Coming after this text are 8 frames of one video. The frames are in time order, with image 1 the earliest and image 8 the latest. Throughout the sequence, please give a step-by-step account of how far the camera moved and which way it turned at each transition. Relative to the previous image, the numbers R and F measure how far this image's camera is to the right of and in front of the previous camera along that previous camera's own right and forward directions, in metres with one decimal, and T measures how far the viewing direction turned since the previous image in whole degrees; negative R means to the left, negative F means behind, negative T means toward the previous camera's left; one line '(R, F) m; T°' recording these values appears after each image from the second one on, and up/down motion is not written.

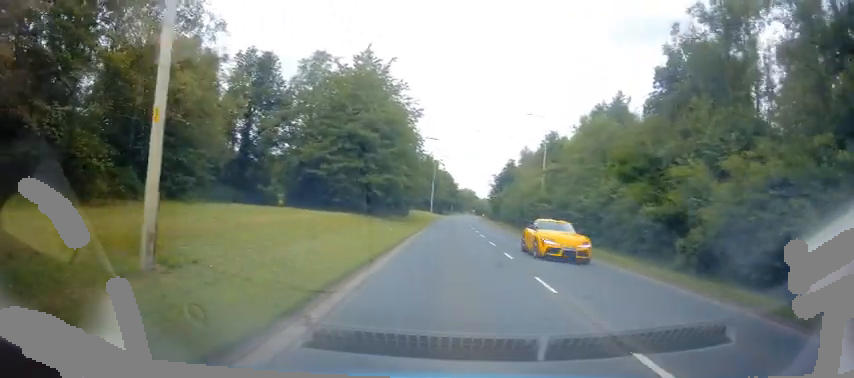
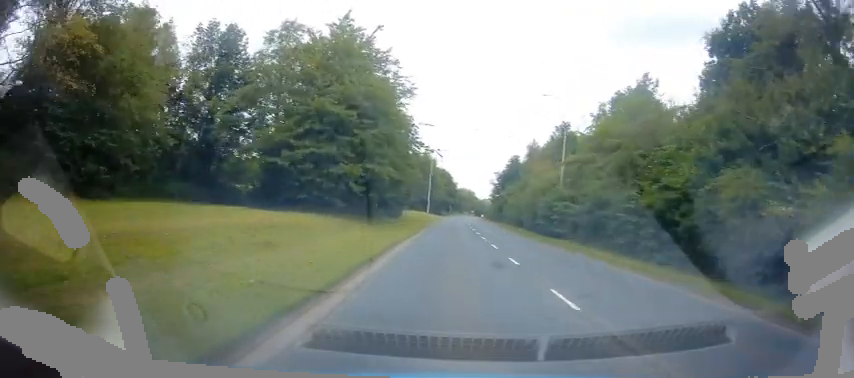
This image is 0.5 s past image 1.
(-0.1, +8.0) m; 0°
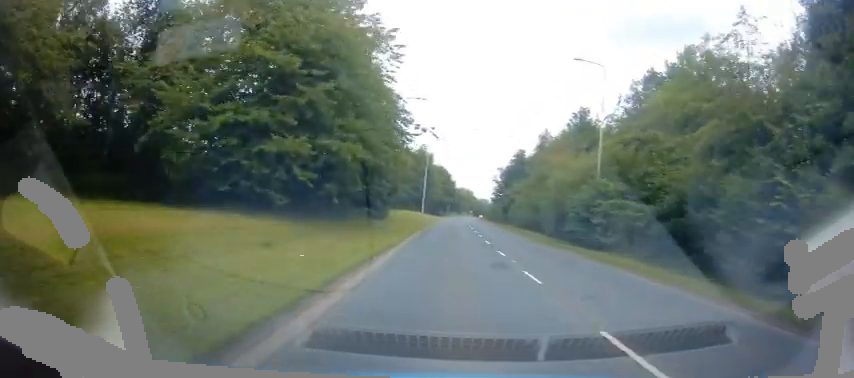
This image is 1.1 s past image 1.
(-0.1, +9.3) m; 0°
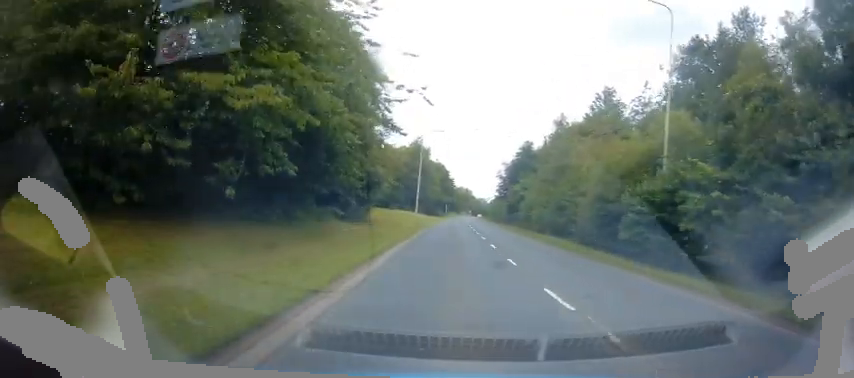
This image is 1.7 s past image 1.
(+0.1, +9.1) m; 0°
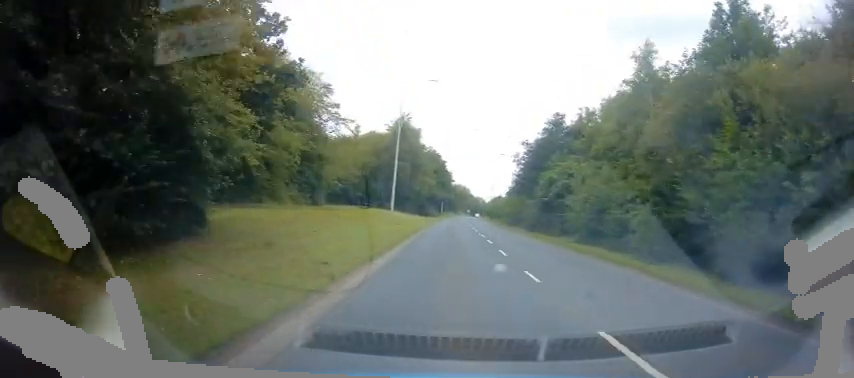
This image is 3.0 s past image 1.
(+0.1, +21.2) m; 0°
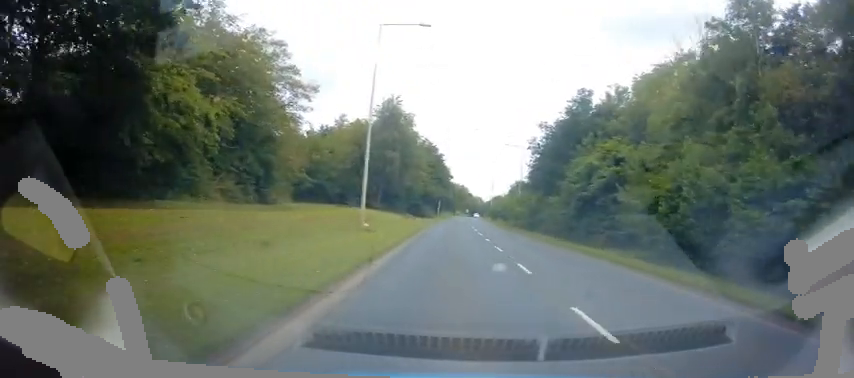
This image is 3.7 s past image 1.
(0.0, +10.1) m; 0°
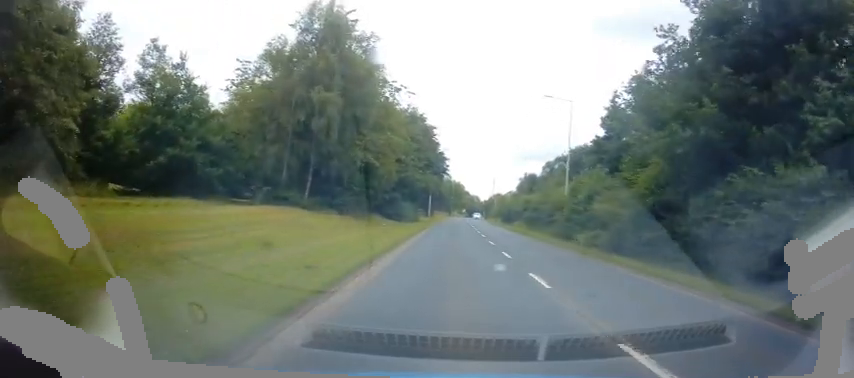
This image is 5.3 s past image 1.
(+0.3, +25.0) m; +2°
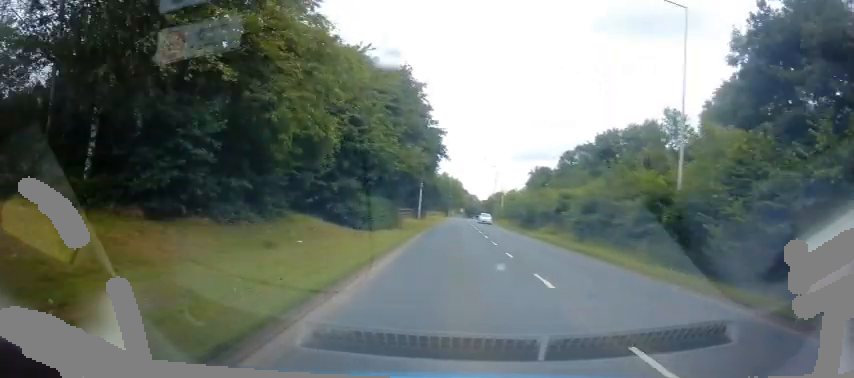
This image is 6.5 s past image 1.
(+0.2, +18.2) m; +1°
